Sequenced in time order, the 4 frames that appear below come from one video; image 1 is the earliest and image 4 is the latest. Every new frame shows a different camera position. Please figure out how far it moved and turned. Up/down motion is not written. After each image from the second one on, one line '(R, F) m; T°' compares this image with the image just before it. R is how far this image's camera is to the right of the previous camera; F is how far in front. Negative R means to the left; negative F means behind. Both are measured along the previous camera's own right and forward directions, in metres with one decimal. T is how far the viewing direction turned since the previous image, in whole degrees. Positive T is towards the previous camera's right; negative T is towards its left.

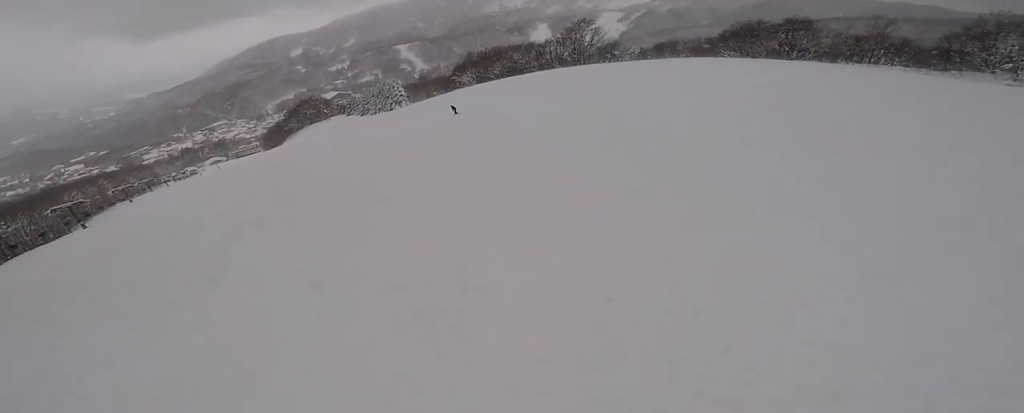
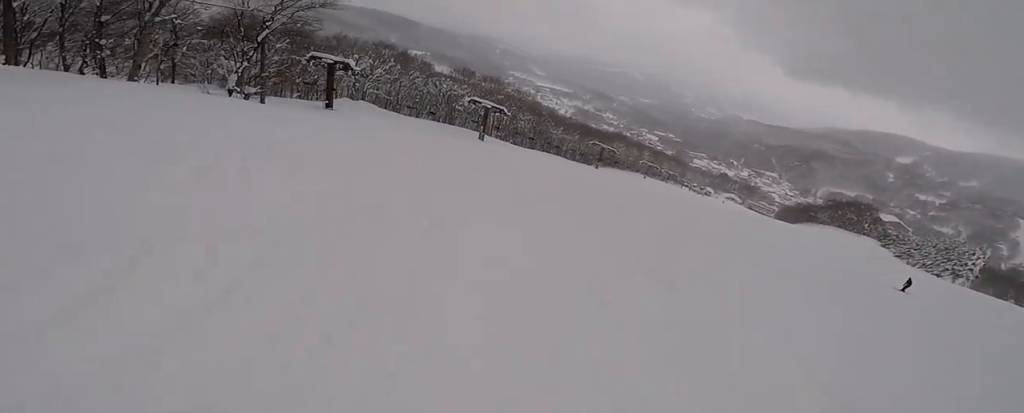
(-3.3, +9.6) m; -53°
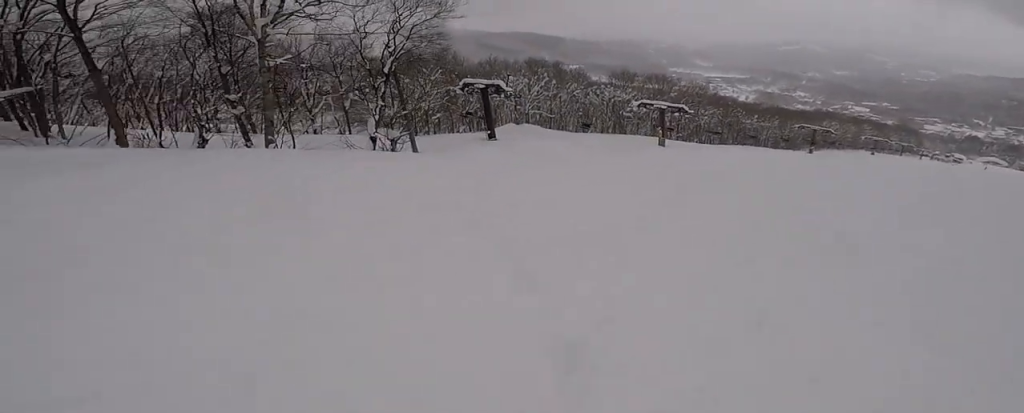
(-2.4, +6.6) m; -15°
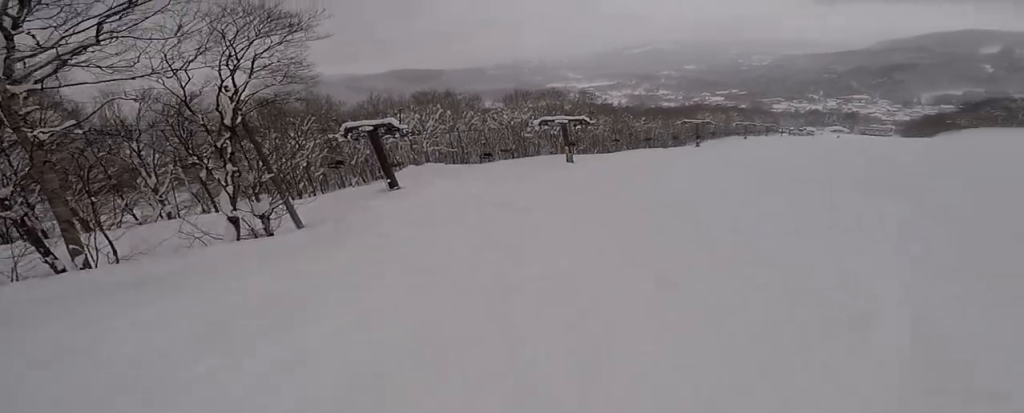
(+0.9, +4.9) m; +25°
